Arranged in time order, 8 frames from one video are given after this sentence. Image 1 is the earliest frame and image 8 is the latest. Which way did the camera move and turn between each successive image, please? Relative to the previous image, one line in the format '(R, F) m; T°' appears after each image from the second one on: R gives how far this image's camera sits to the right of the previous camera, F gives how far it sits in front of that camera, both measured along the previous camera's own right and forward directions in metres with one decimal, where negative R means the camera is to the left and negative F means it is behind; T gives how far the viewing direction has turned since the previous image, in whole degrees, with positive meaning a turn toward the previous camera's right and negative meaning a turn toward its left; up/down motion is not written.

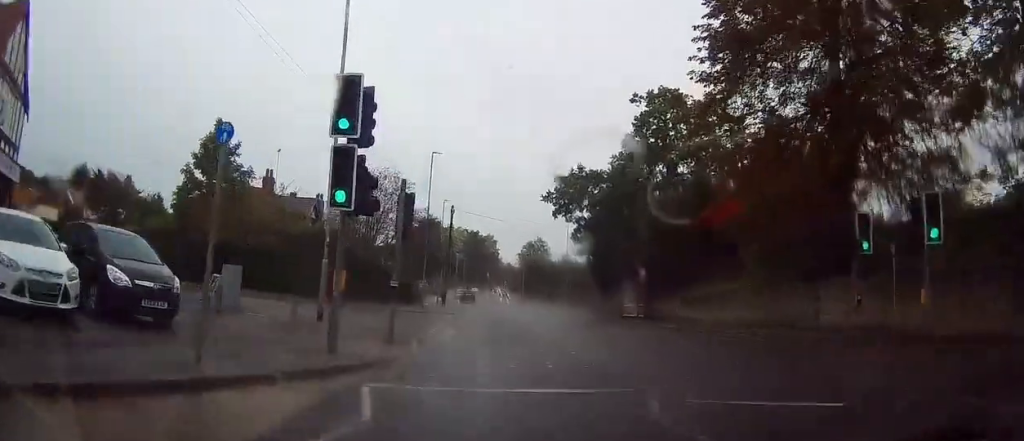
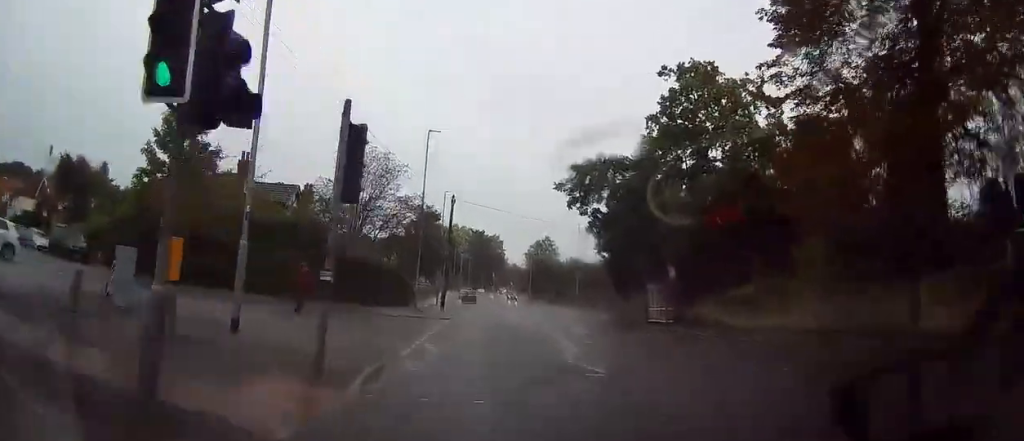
(-0.1, +6.5) m; -1°
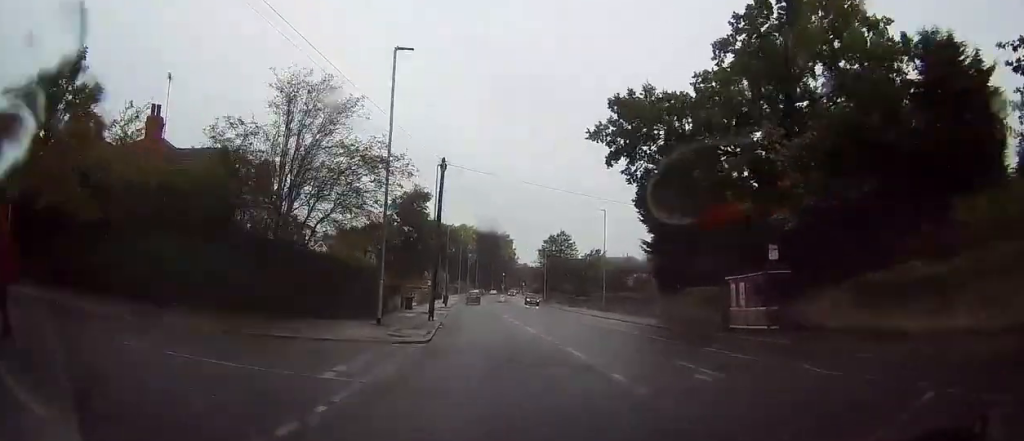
(-0.1, +13.9) m; -1°
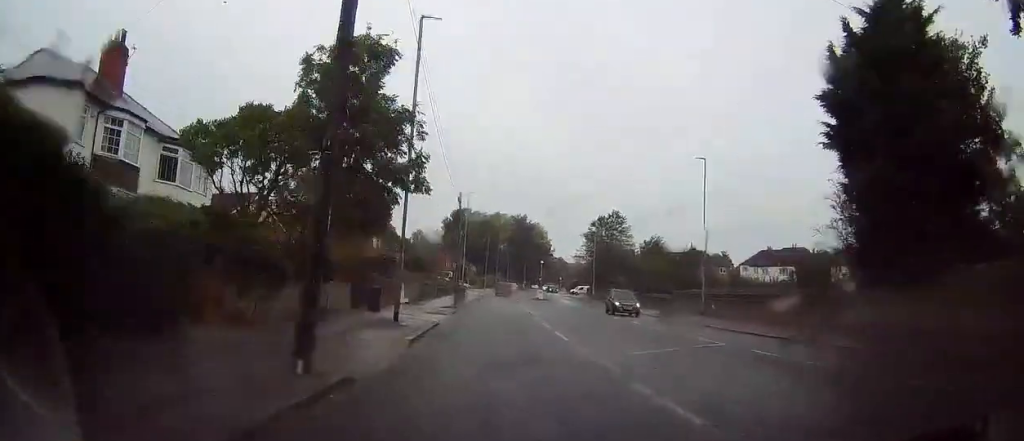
(-0.1, +25.1) m; -1°
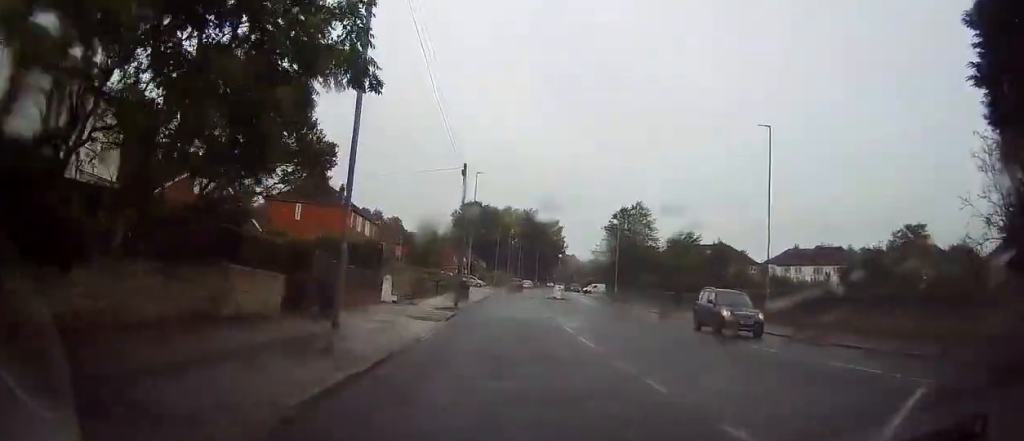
(+0.1, +9.5) m; -1°
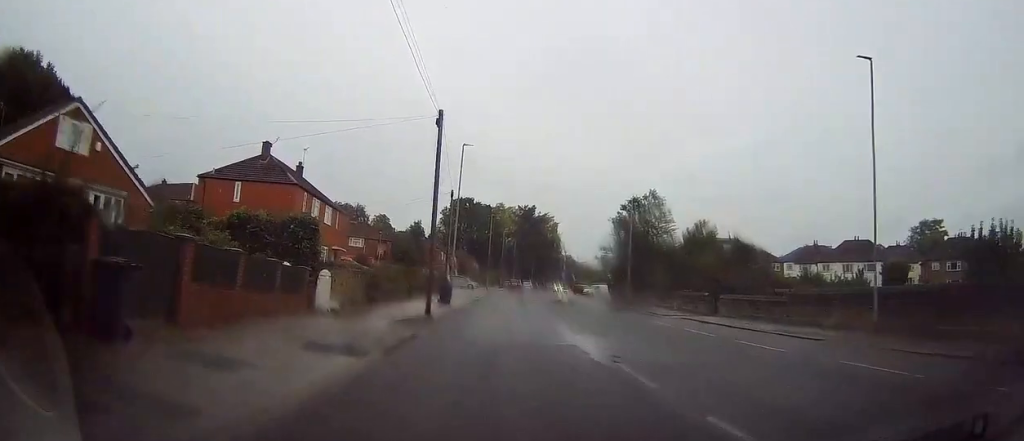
(-0.4, +11.6) m; -1°
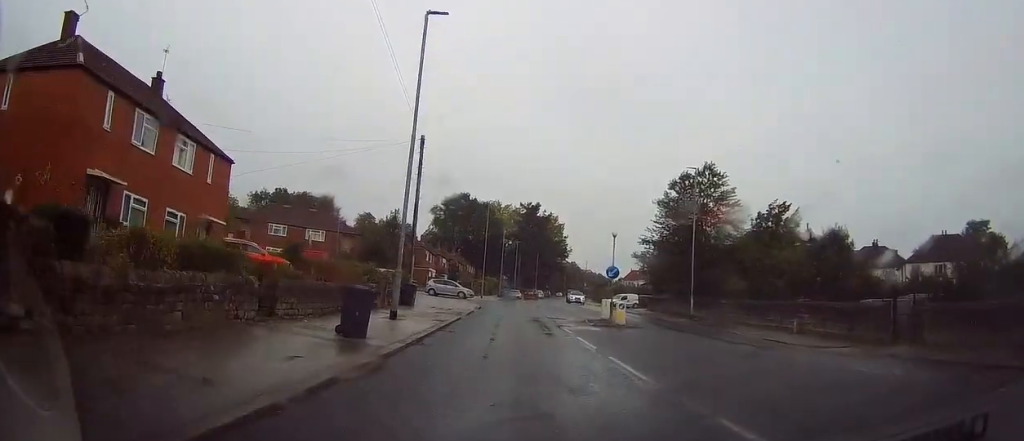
(0.0, +22.8) m; 0°
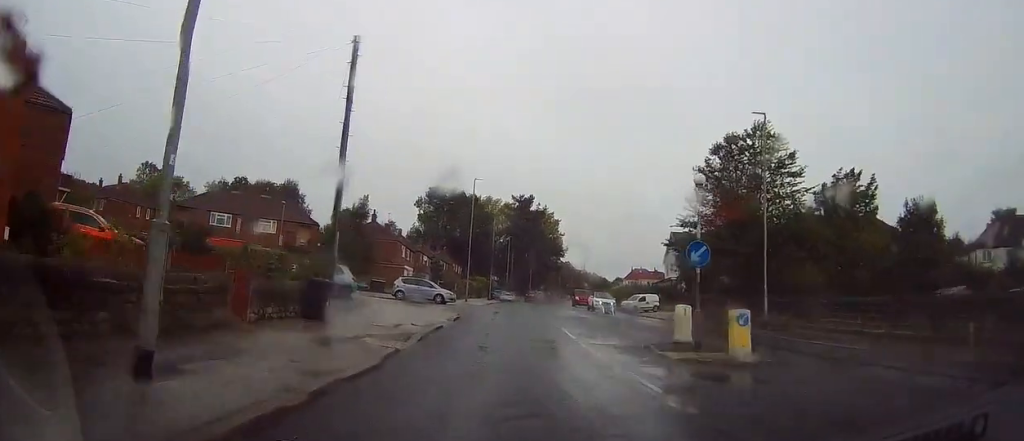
(+0.1, +14.5) m; +1°
